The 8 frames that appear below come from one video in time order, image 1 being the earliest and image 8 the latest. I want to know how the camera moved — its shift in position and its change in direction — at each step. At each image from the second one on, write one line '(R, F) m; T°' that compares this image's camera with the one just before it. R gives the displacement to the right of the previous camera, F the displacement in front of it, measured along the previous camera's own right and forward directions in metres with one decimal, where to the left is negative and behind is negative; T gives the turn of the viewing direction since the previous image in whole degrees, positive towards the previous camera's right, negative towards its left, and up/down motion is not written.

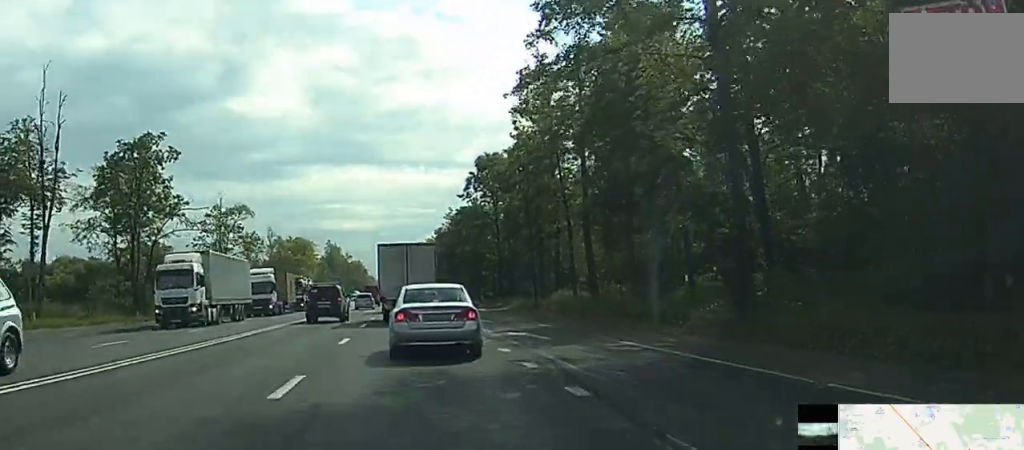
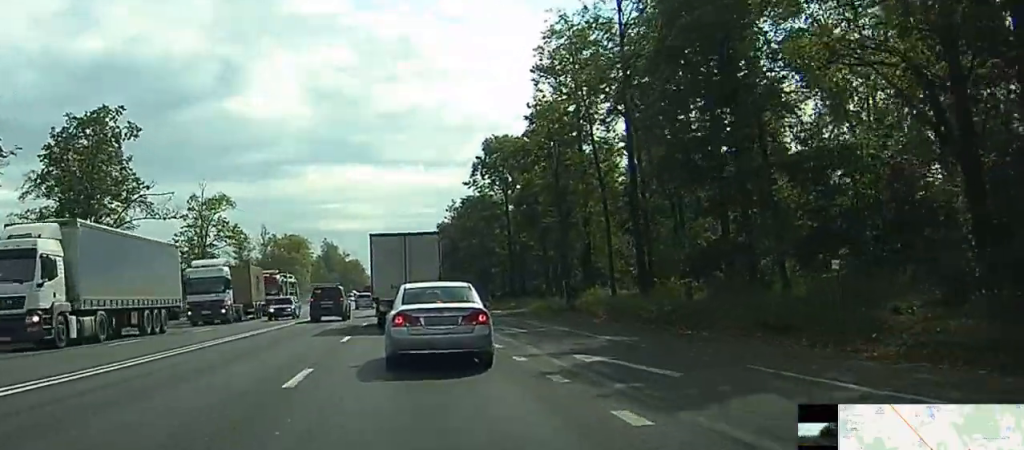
(+0.1, +11.5) m; 0°
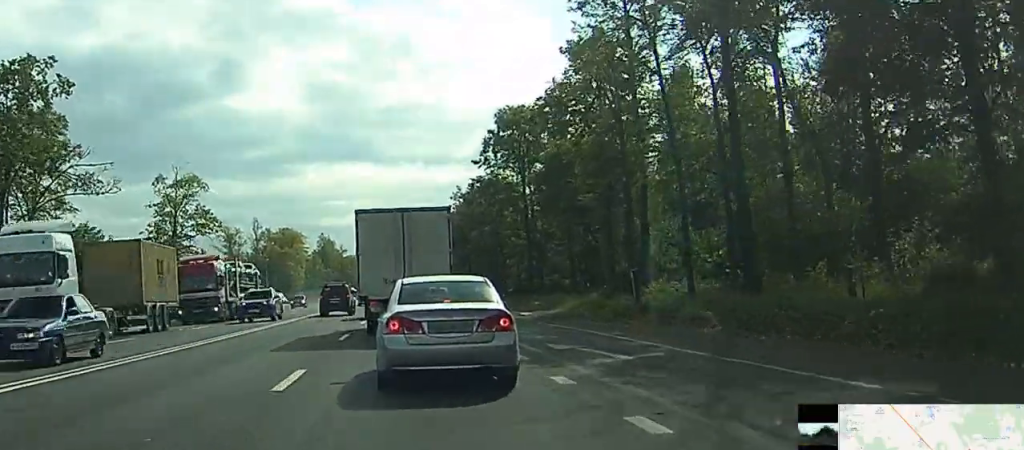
(-0.1, +14.5) m; -3°
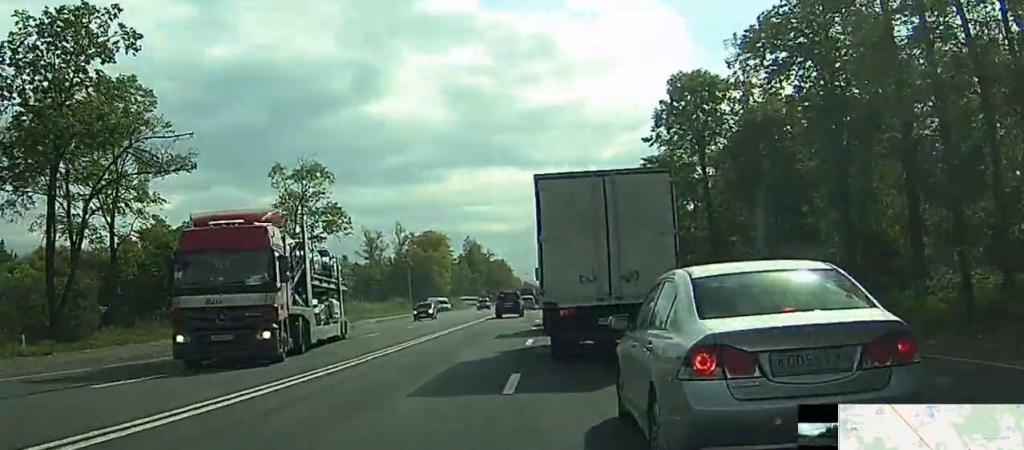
(-0.3, +14.2) m; -2°
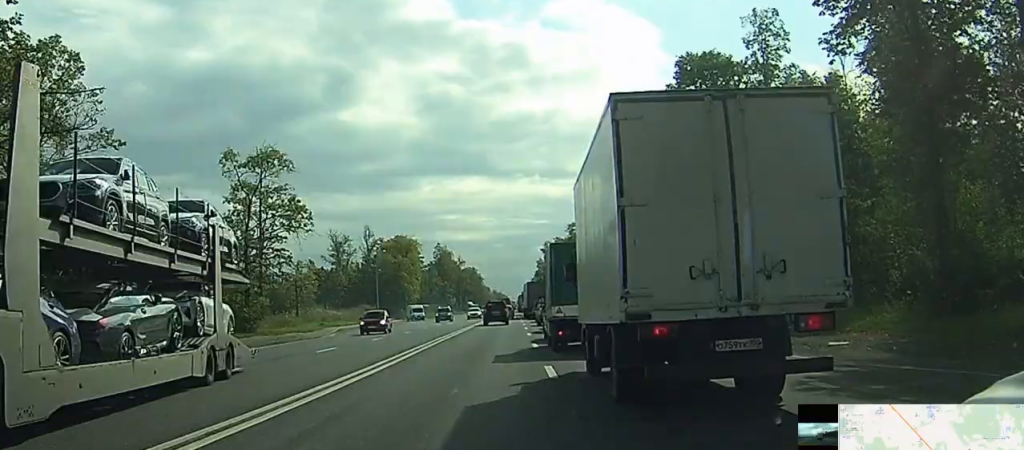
(-0.3, +8.0) m; -2°
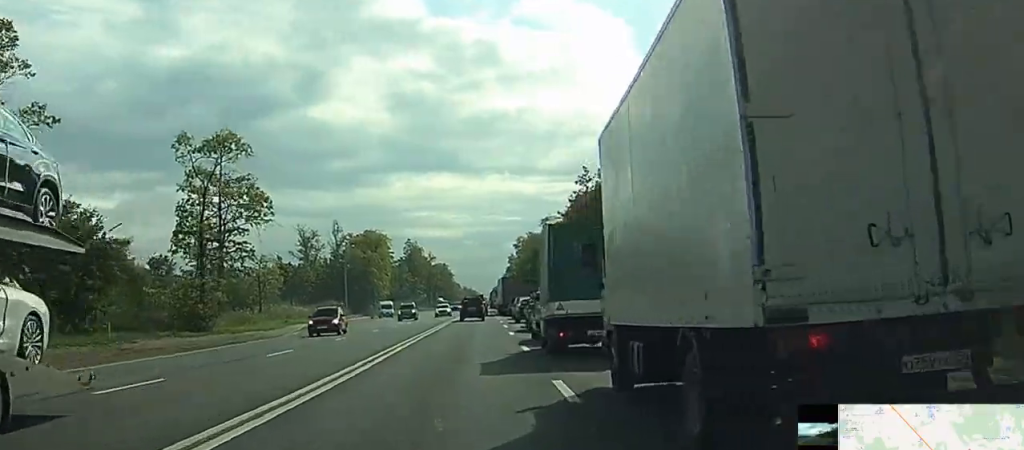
(0.0, +4.3) m; 0°
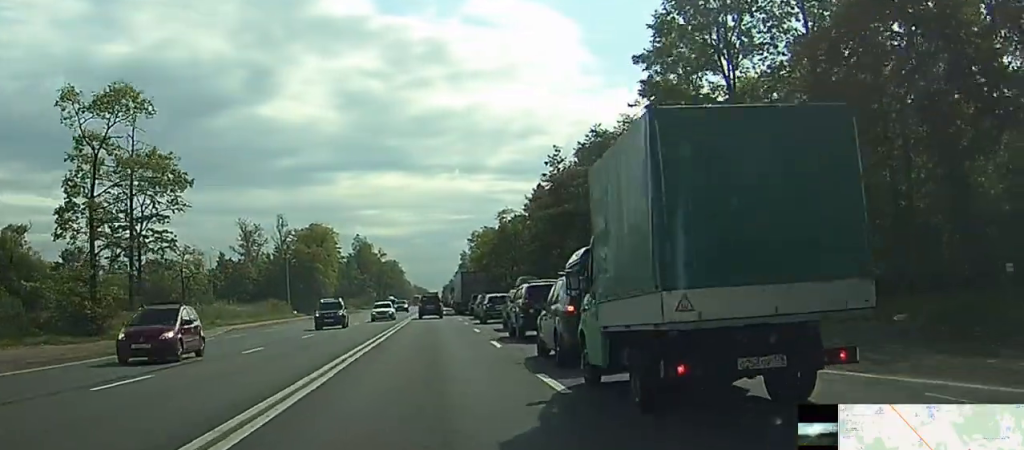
(+0.1, +10.7) m; +4°
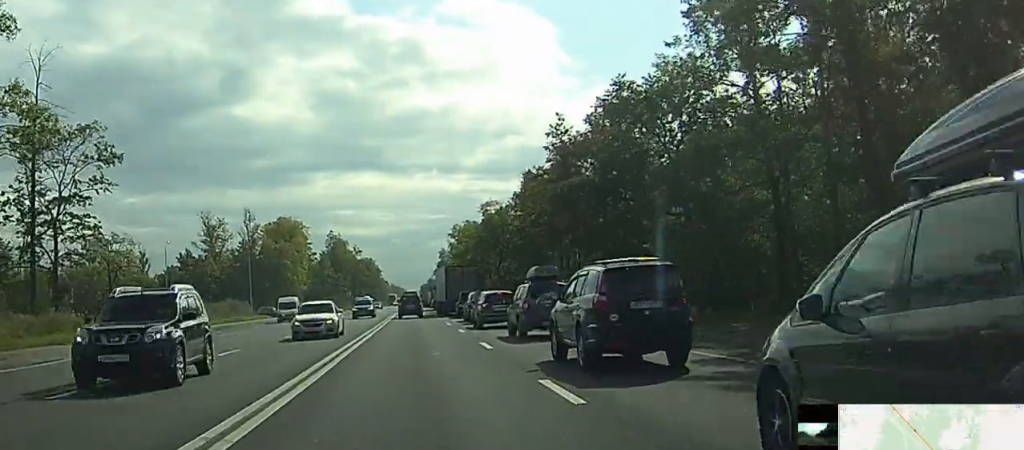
(+0.9, +14.4) m; +11°
